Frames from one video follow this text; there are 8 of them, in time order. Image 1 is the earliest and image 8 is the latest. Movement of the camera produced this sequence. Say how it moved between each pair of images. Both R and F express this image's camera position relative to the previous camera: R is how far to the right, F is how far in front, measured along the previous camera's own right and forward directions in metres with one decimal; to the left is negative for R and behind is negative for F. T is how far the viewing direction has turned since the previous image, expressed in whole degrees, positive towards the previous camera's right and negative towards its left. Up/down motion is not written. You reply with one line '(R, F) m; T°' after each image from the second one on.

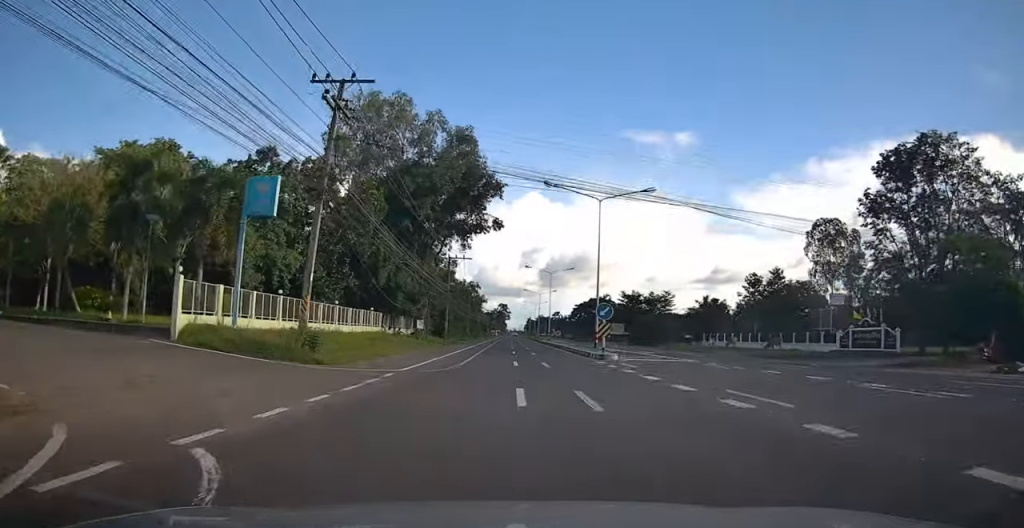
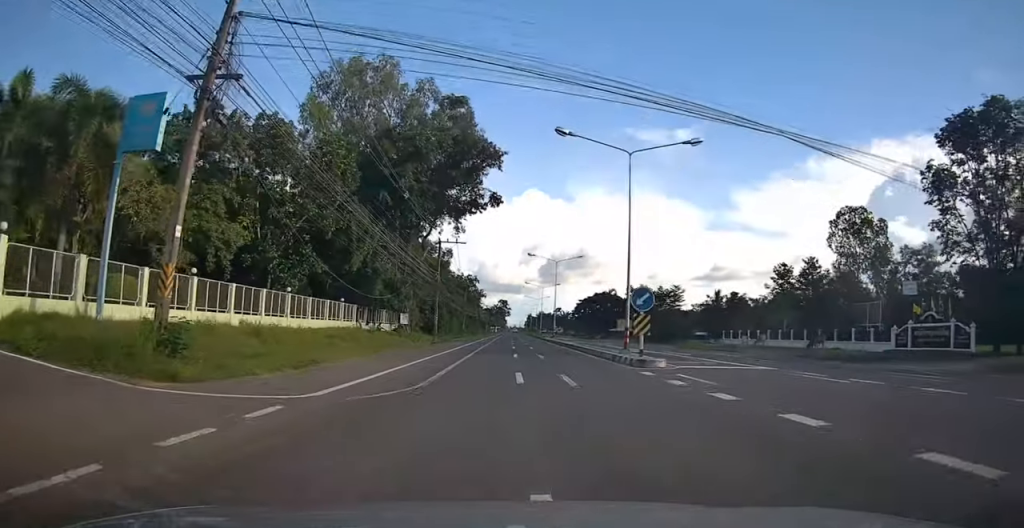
(-0.1, +8.4) m; 0°
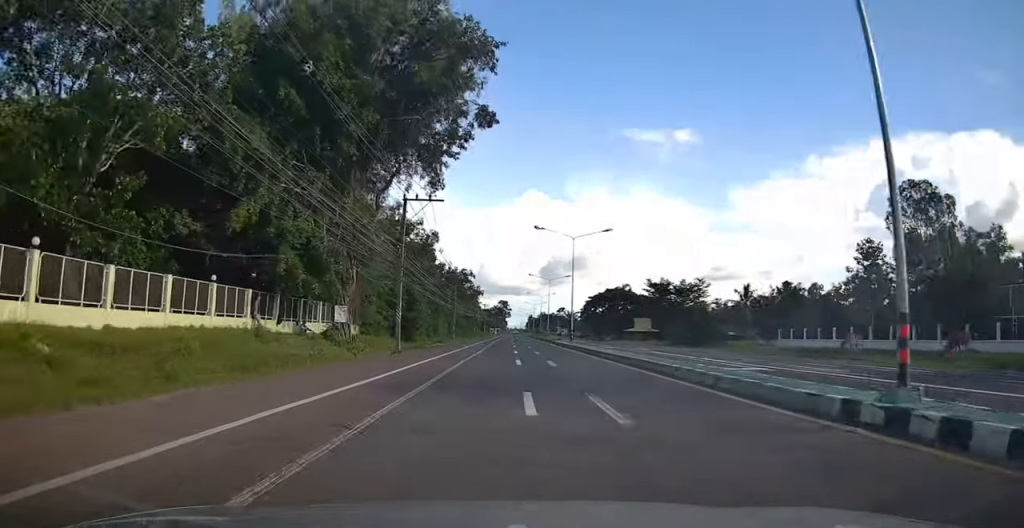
(-0.5, +17.3) m; 0°
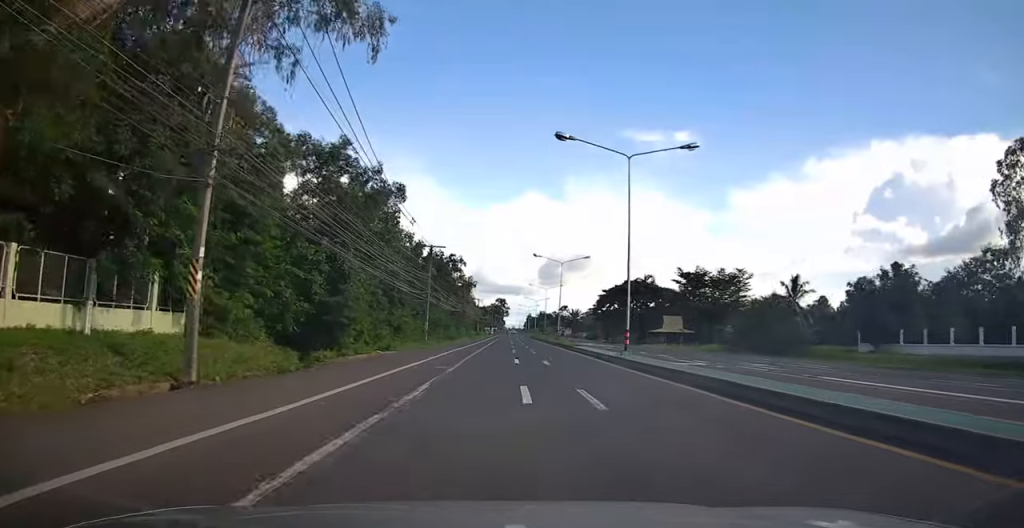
(+0.7, +22.3) m; +2°
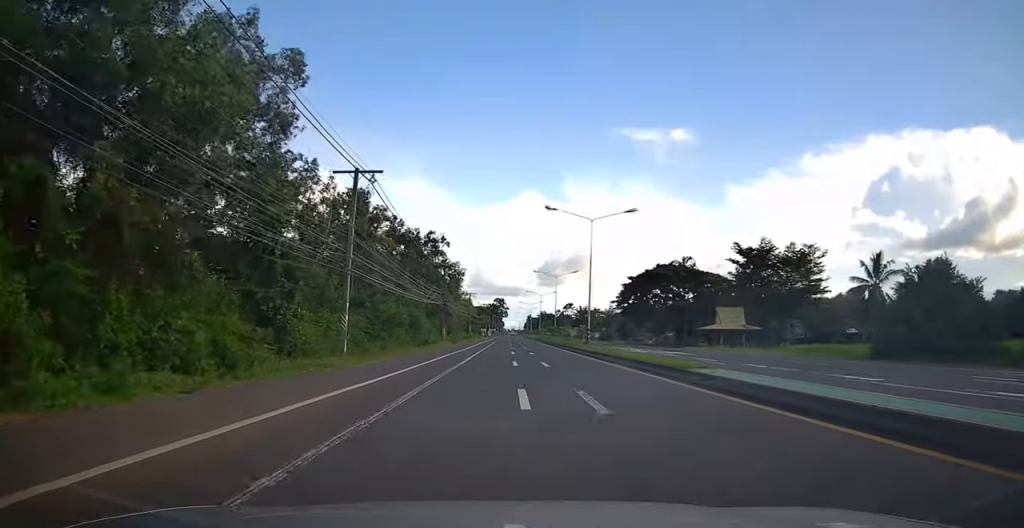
(0.0, +24.9) m; -1°
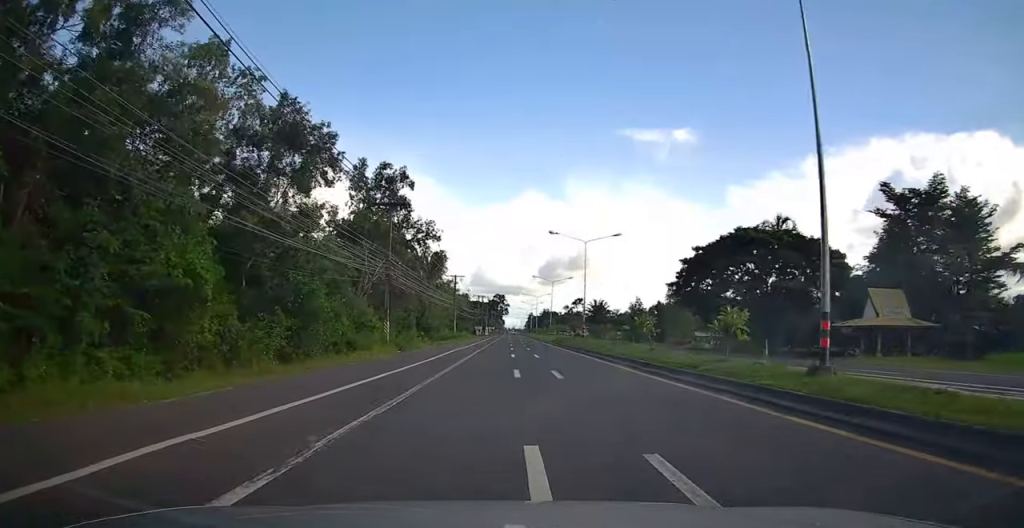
(-0.8, +30.2) m; 0°
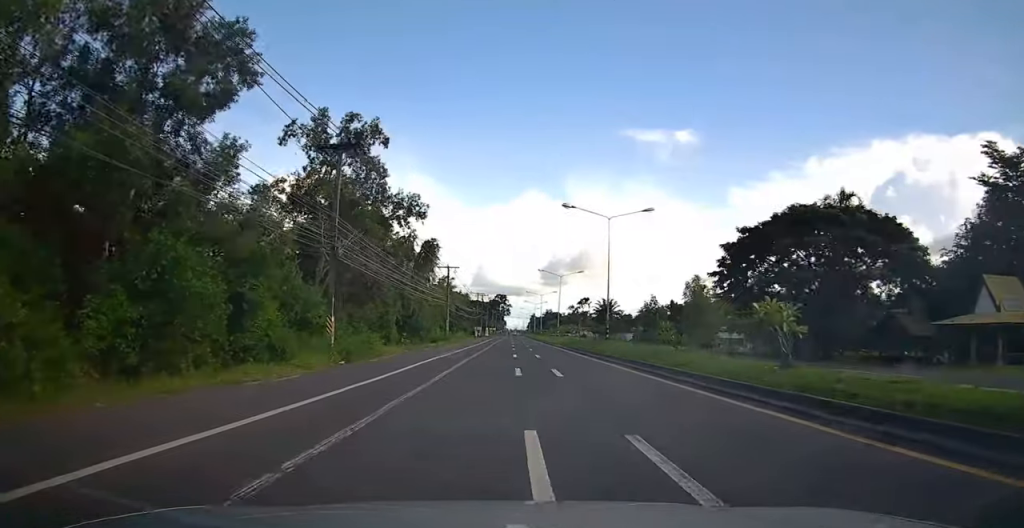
(+0.4, +11.1) m; +1°
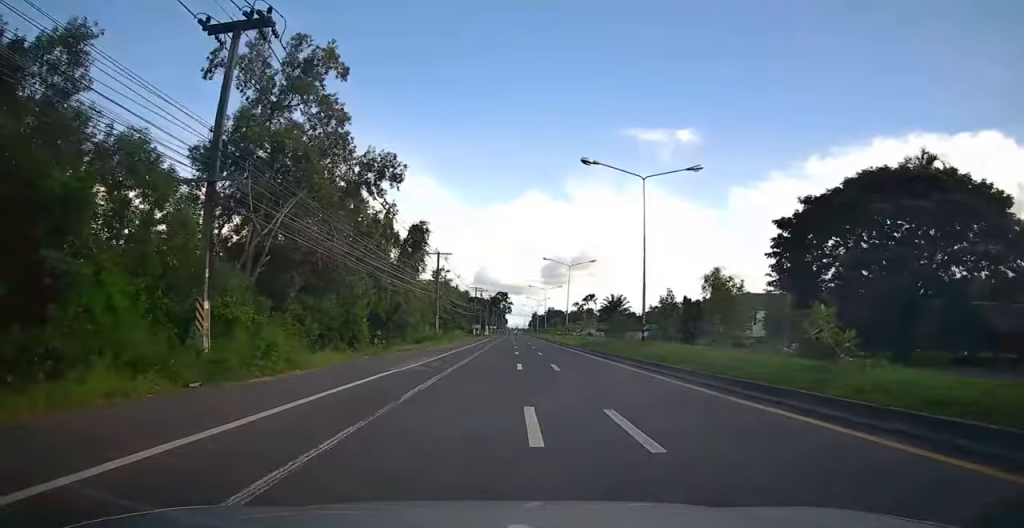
(+0.1, +10.1) m; 0°
